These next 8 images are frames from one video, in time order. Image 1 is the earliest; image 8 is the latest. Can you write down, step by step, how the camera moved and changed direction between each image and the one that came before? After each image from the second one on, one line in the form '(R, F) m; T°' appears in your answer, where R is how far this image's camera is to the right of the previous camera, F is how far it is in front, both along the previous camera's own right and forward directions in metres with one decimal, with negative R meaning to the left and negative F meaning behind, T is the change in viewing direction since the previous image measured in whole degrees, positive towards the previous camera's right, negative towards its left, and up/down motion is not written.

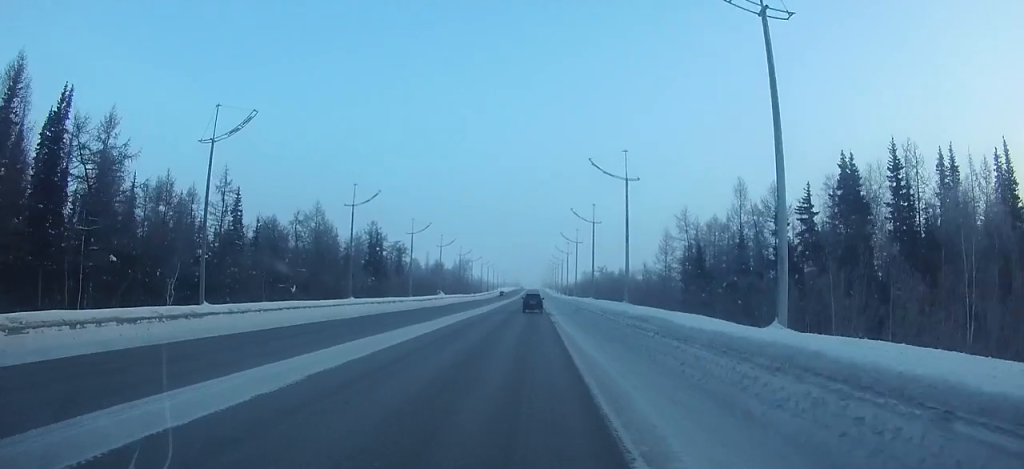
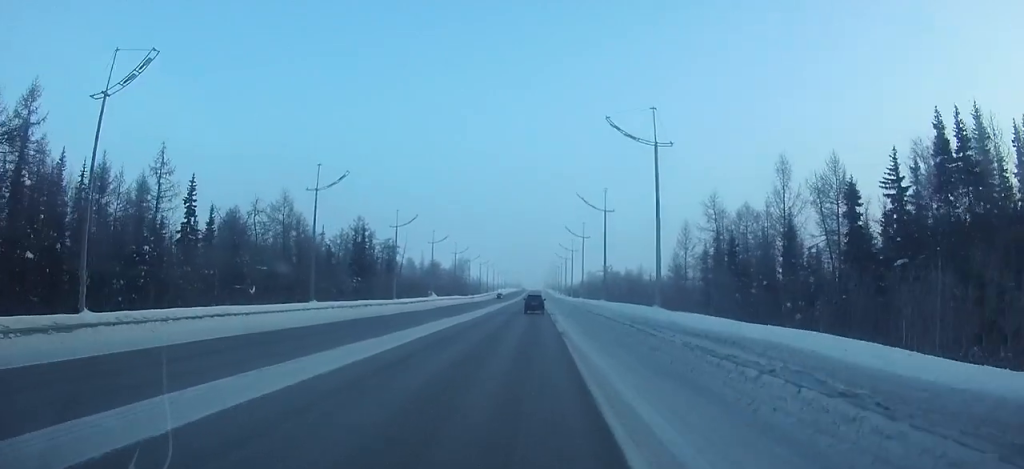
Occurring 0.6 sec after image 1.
(0.0, +9.7) m; 0°
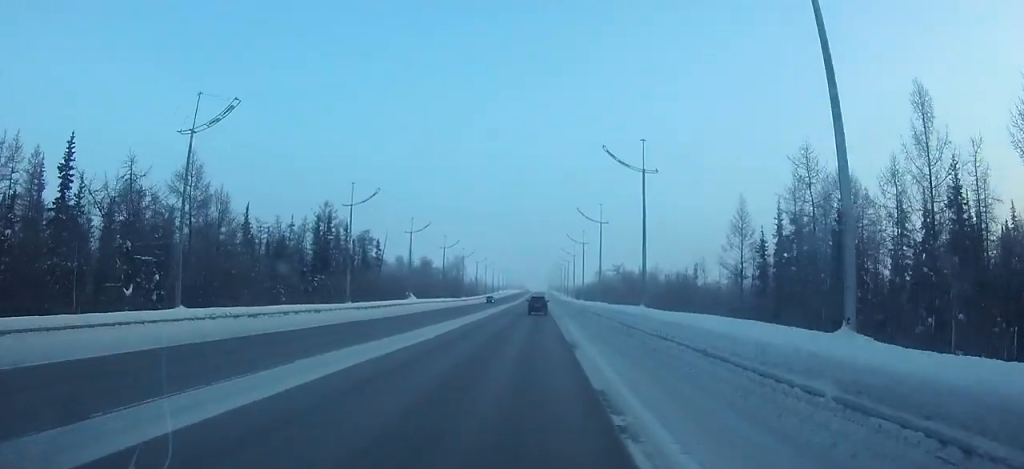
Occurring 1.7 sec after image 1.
(0.0, +18.3) m; 0°
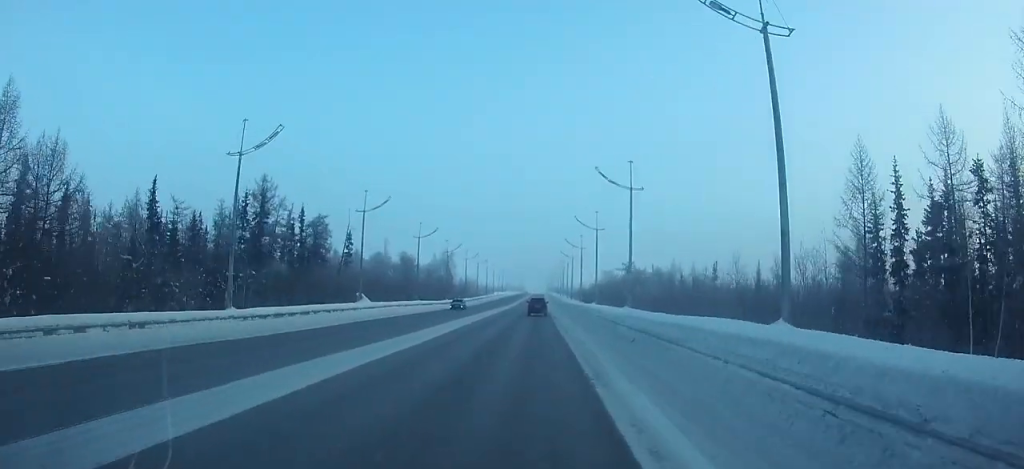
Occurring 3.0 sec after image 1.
(0.0, +20.5) m; 0°
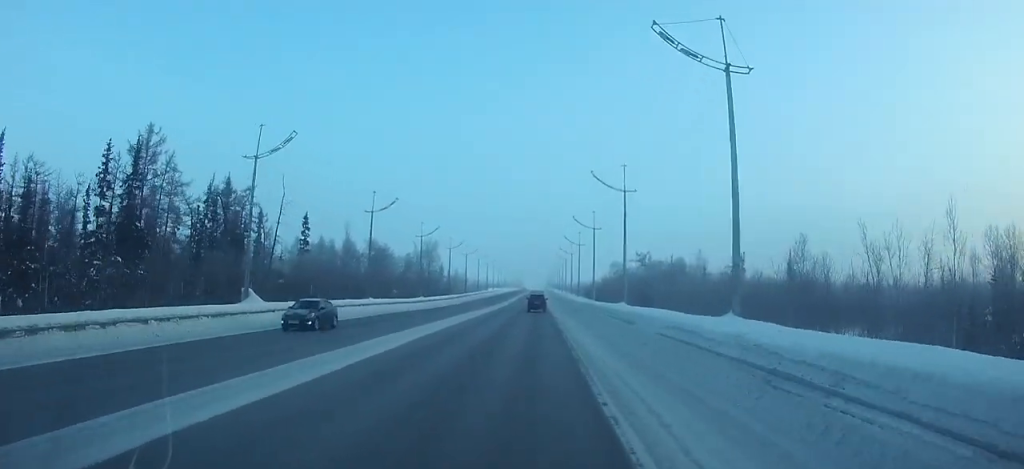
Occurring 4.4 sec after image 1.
(0.0, +22.2) m; 0°
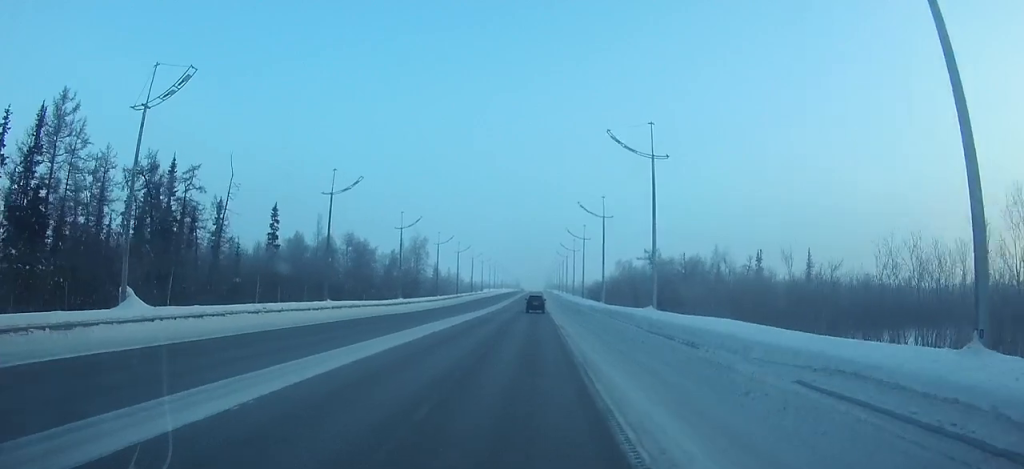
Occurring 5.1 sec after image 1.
(0.0, +11.4) m; 0°
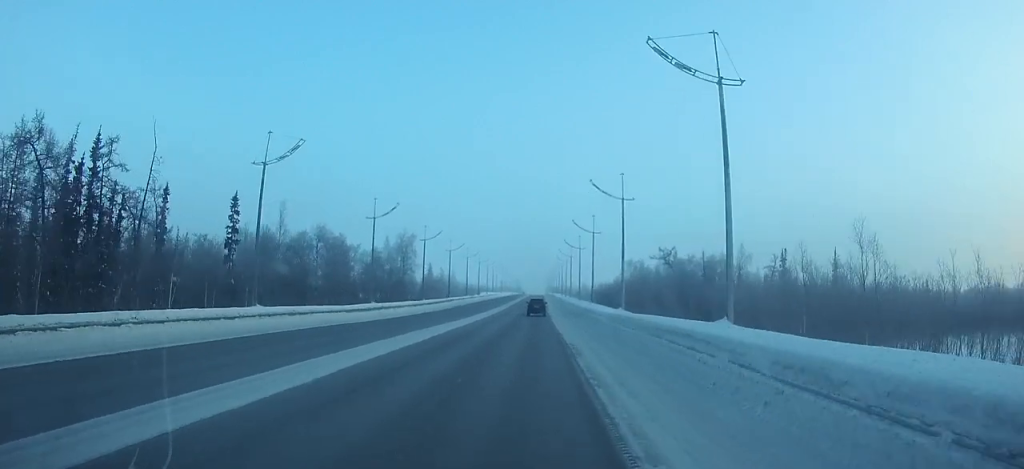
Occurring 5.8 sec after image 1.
(0.0, +12.5) m; 0°
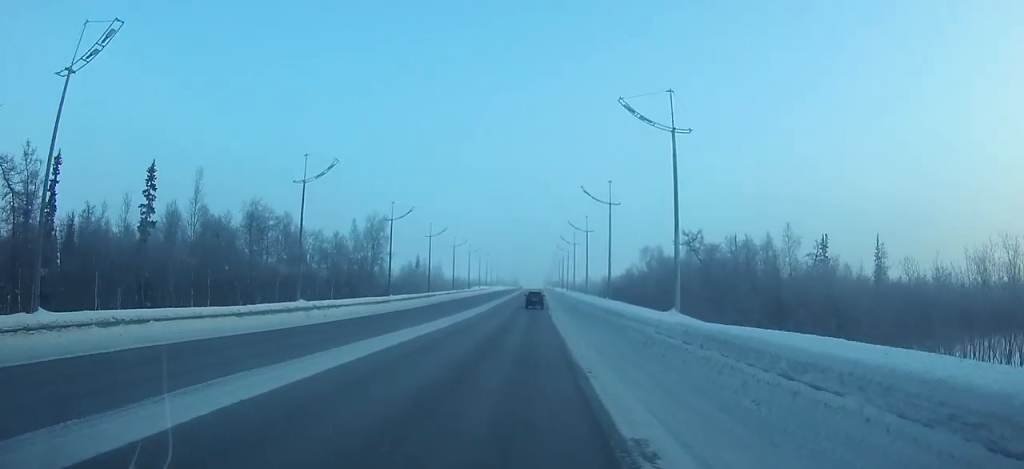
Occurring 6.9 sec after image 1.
(0.0, +17.9) m; 0°
